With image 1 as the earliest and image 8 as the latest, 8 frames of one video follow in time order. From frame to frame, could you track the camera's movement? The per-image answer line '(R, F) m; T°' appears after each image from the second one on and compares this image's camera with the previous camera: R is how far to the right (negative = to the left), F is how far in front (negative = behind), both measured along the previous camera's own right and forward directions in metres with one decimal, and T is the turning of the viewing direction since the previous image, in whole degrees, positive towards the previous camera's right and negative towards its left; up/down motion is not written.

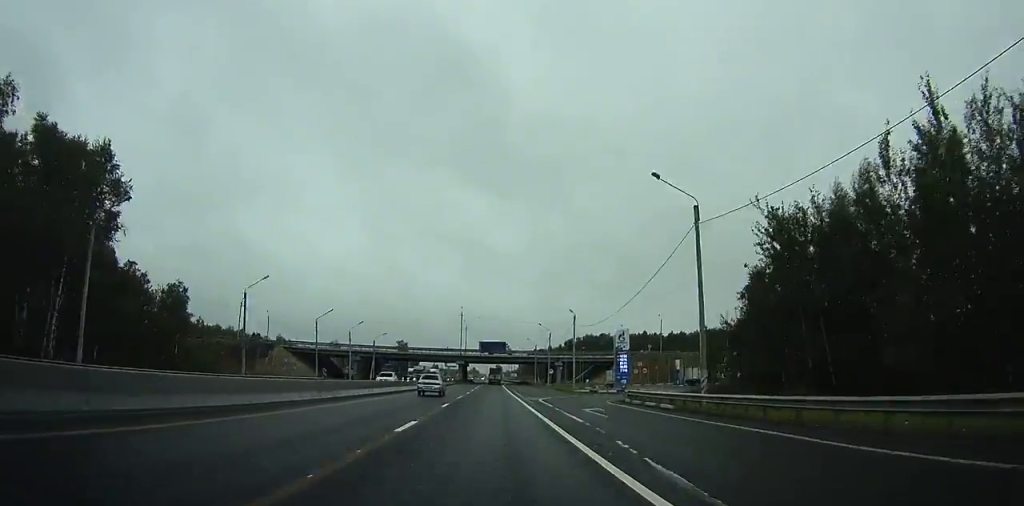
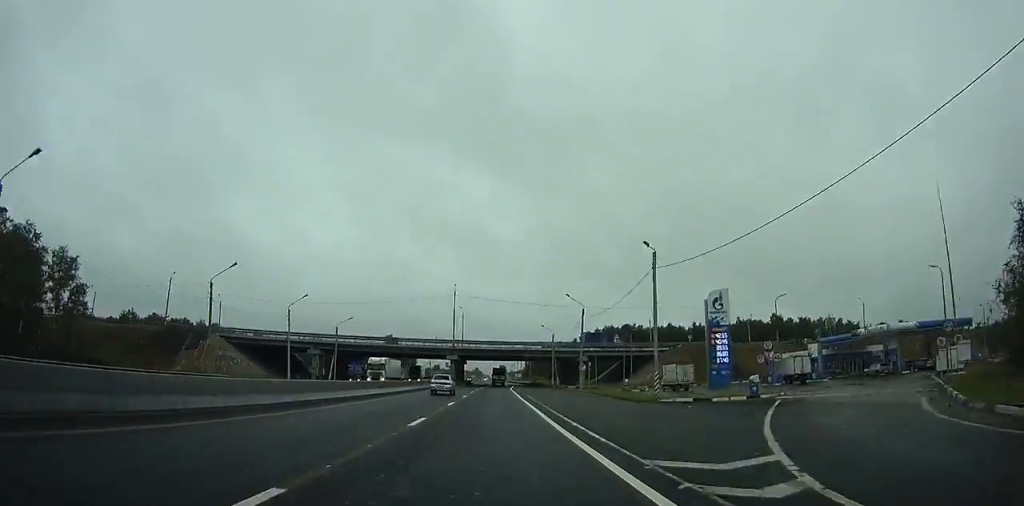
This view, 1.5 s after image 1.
(0.0, +34.0) m; 0°
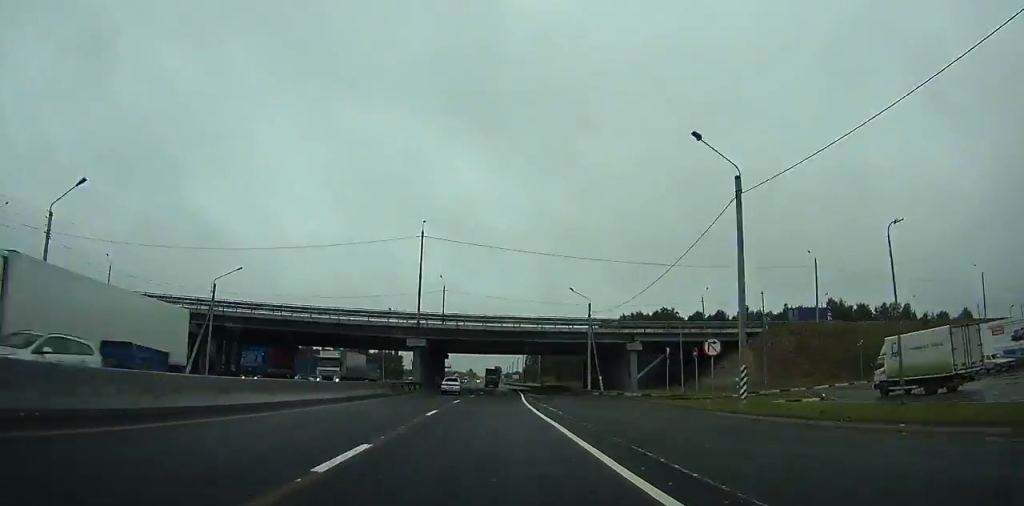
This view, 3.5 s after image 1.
(-0.2, +43.1) m; 0°
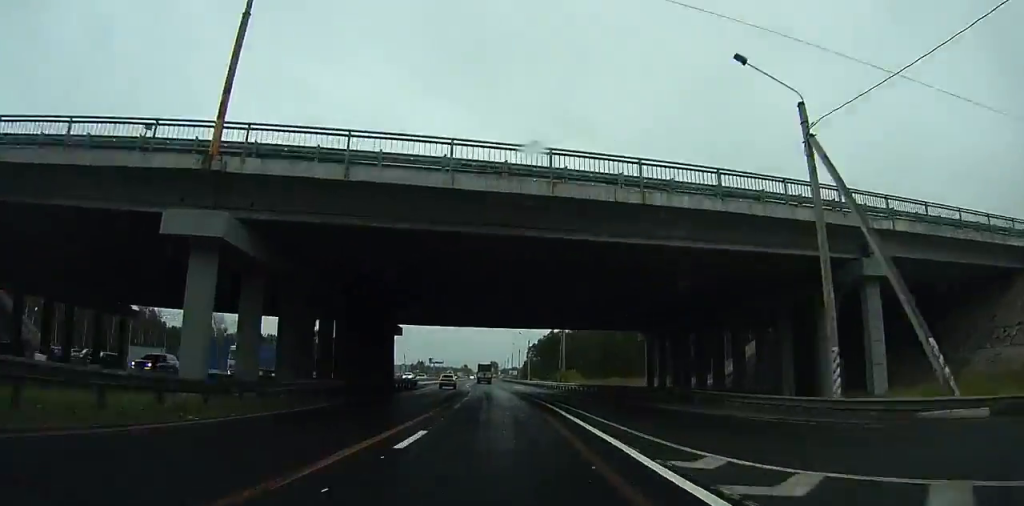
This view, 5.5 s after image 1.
(0.0, +44.1) m; 0°
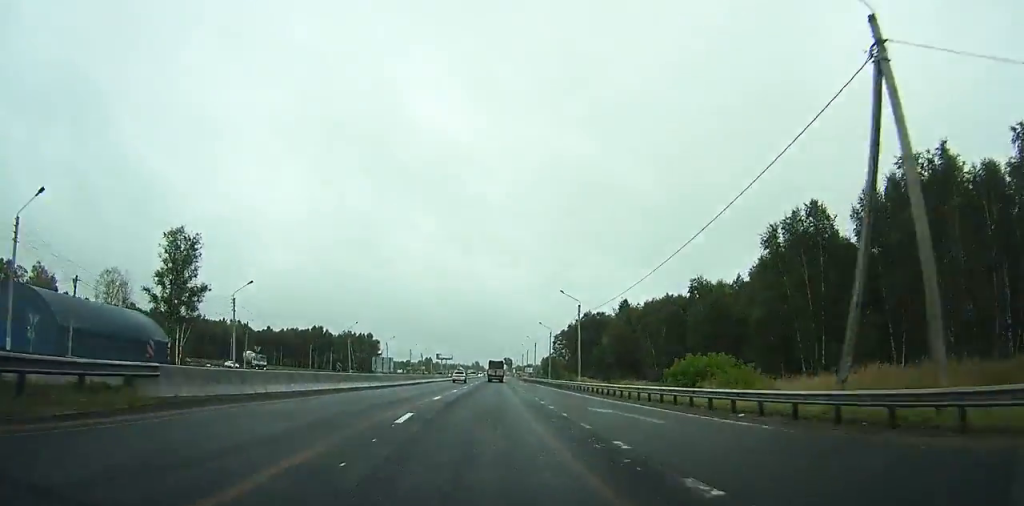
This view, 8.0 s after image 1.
(+0.2, +53.1) m; 0°
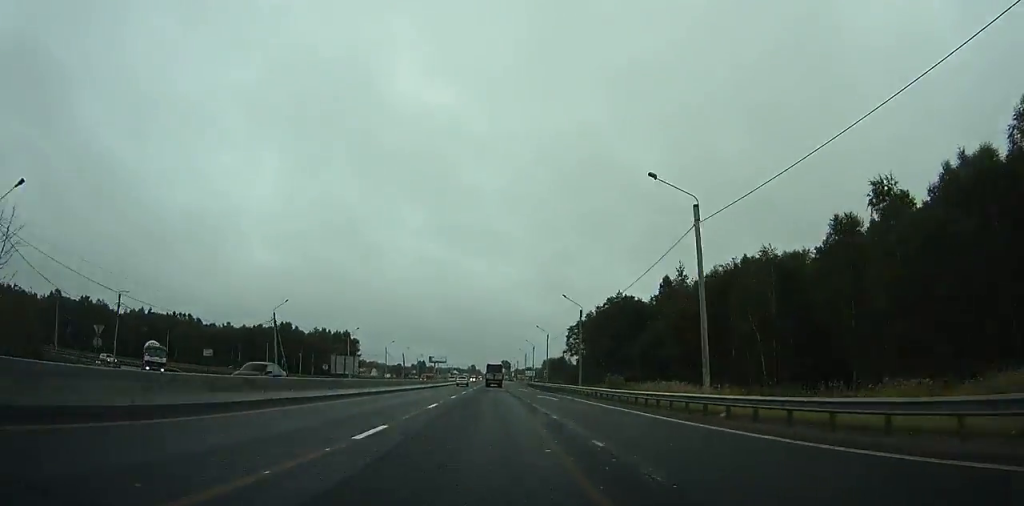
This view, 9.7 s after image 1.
(0.0, +34.4) m; 0°
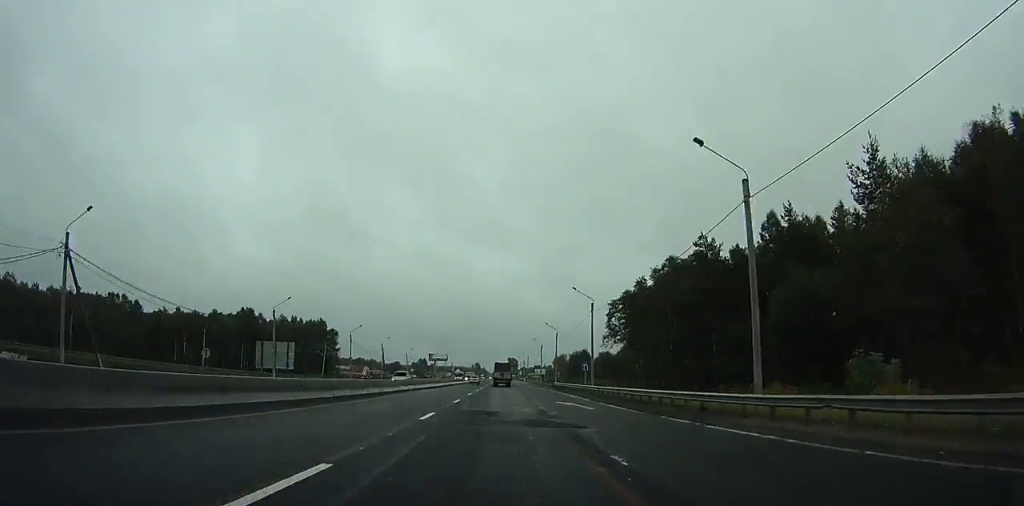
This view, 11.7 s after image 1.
(0.0, +37.3) m; 0°
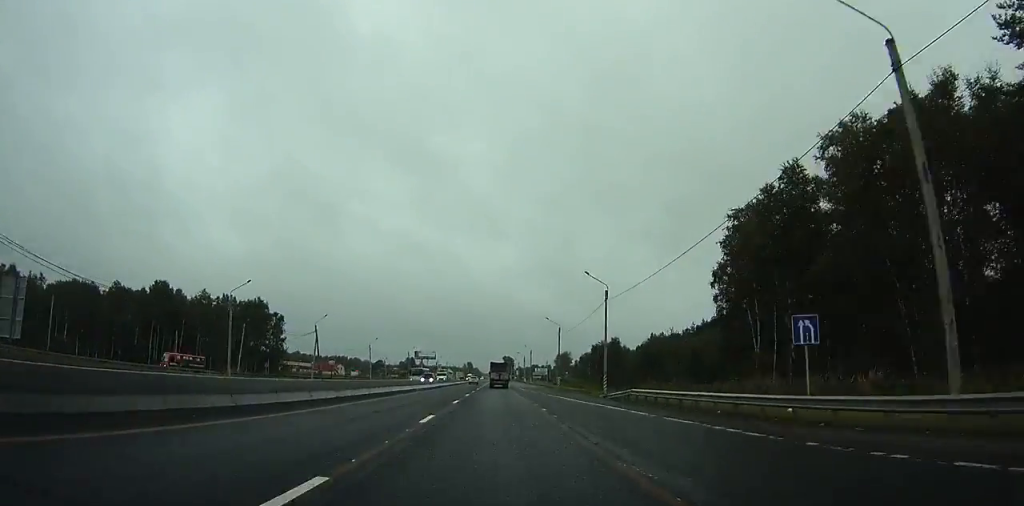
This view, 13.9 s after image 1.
(-0.1, +46.9) m; 0°
